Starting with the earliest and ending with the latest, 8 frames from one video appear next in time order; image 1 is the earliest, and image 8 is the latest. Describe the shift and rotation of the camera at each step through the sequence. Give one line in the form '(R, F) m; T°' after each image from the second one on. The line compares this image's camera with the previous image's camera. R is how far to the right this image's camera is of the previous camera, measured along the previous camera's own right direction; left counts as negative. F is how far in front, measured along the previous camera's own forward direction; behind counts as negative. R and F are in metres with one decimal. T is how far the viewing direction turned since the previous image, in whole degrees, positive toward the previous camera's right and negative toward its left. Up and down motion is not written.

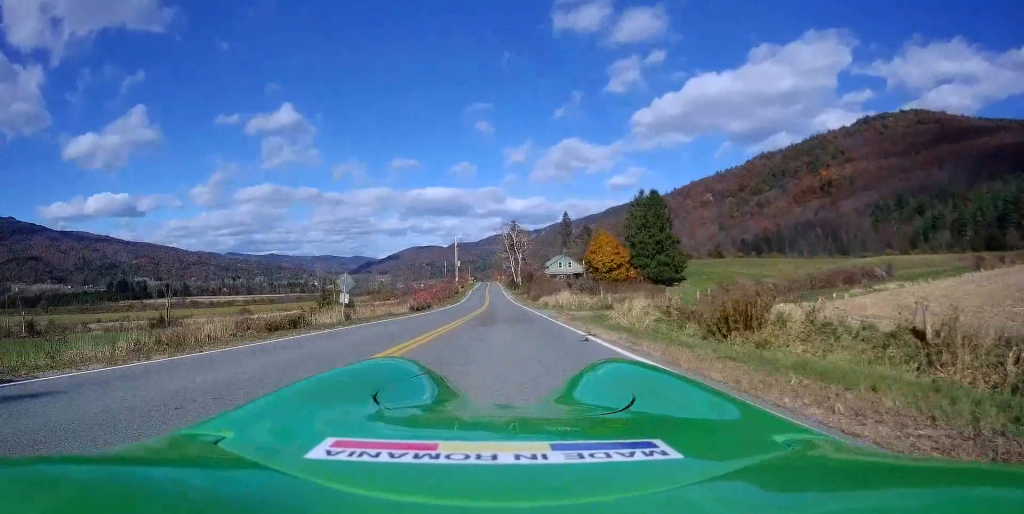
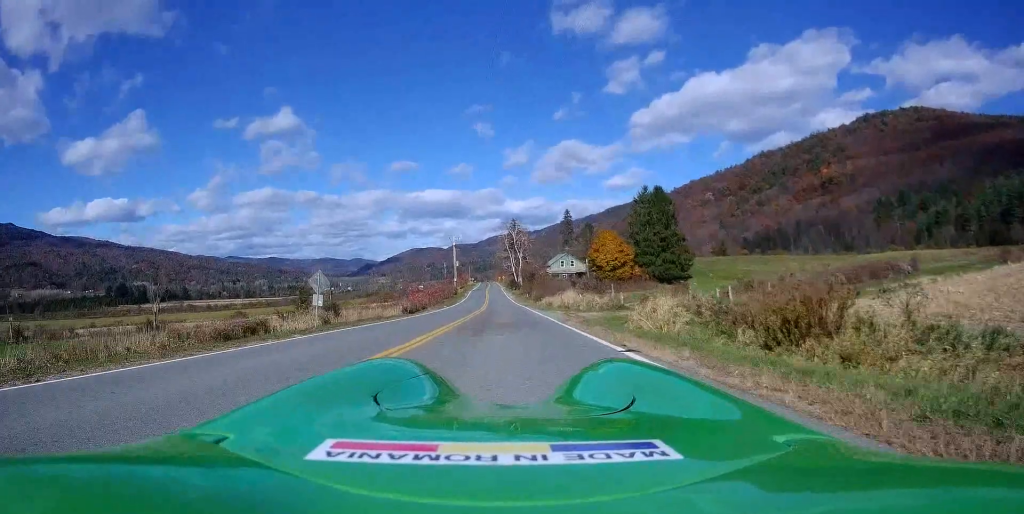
(0.0, +4.1) m; +1°
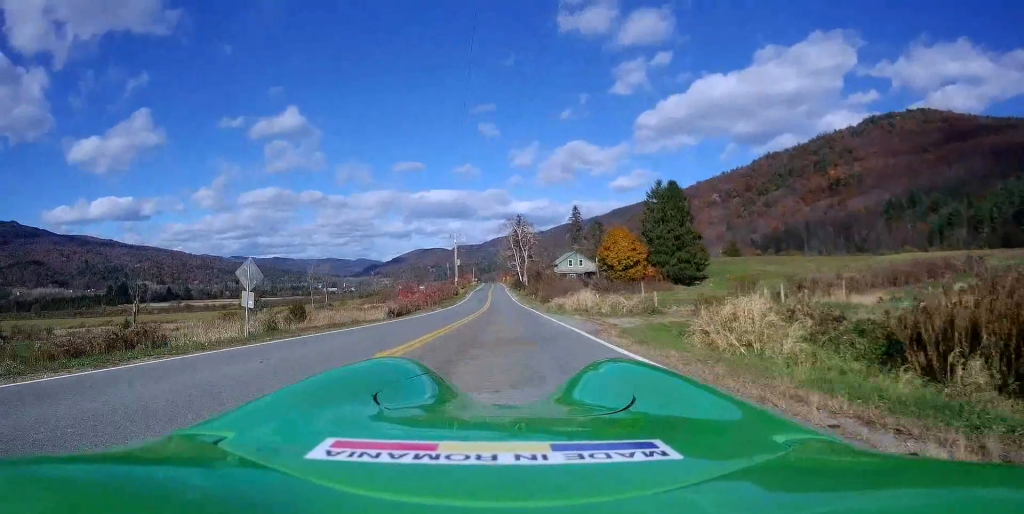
(+0.2, +7.1) m; 0°
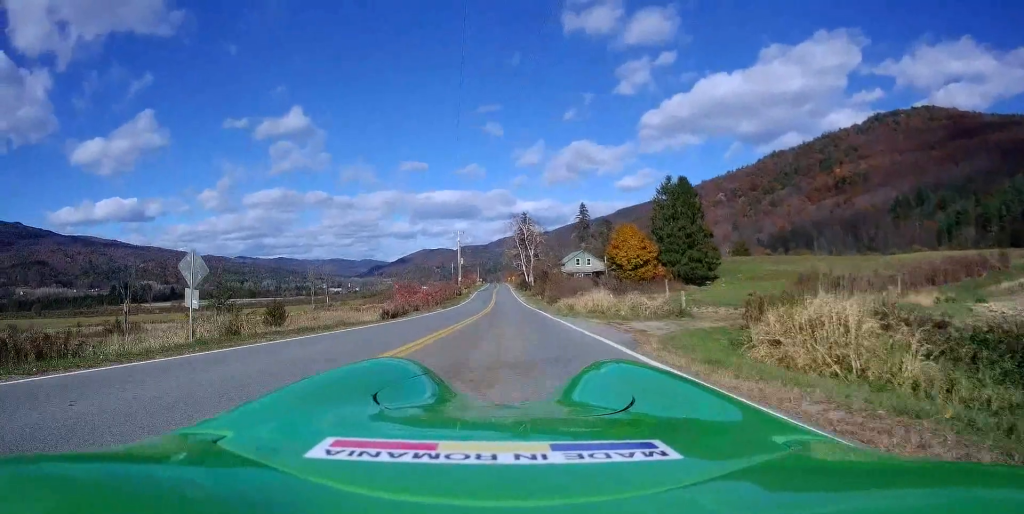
(+0.2, +3.8) m; 0°
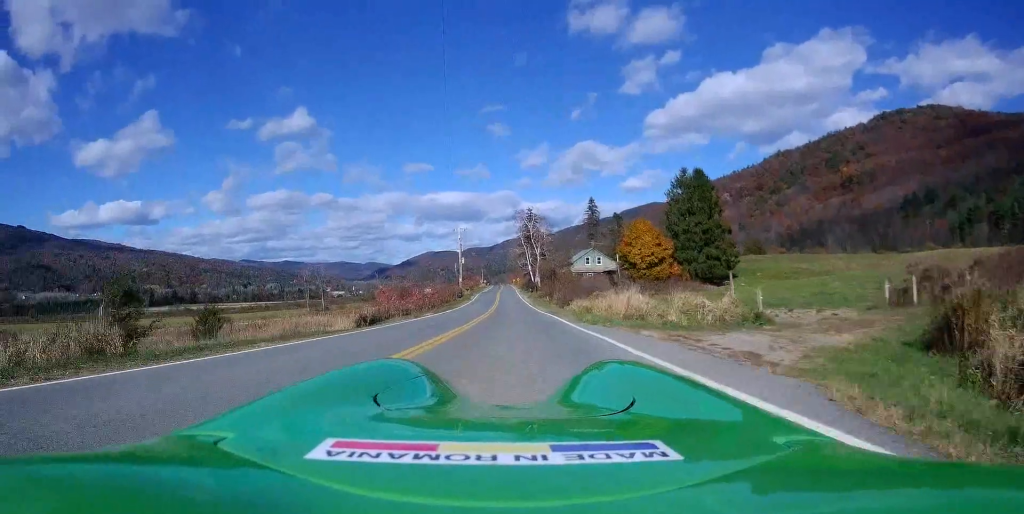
(-0.3, +7.1) m; -2°
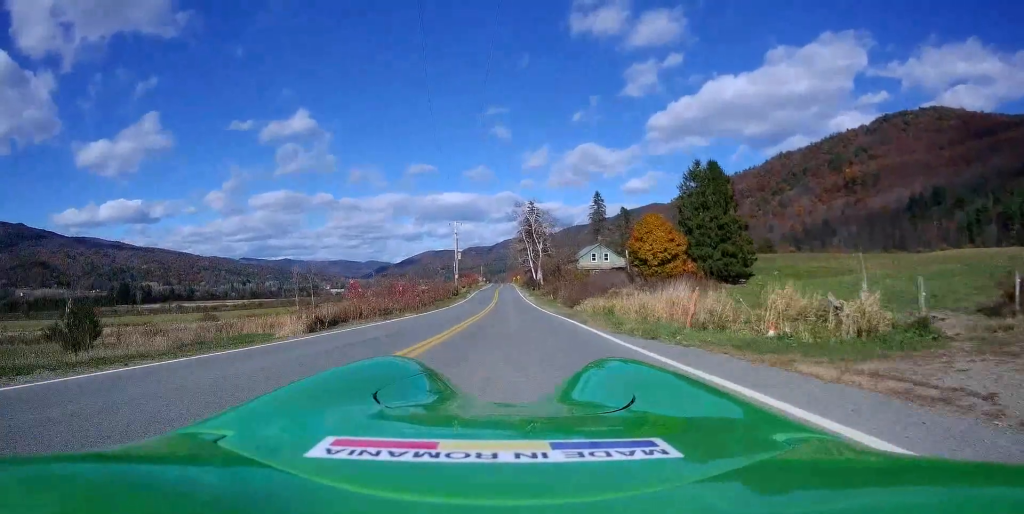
(-0.1, +7.6) m; -1°
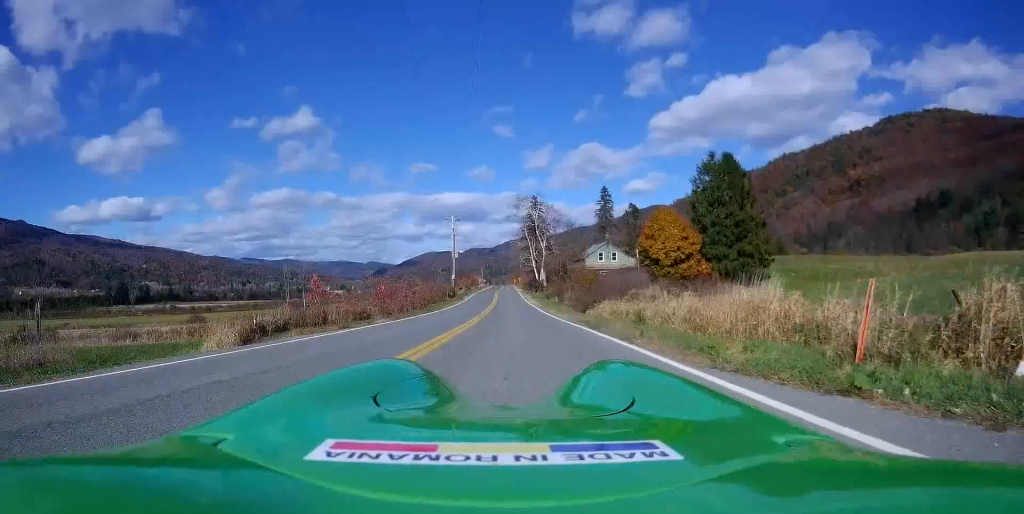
(0.0, +6.1) m; 0°
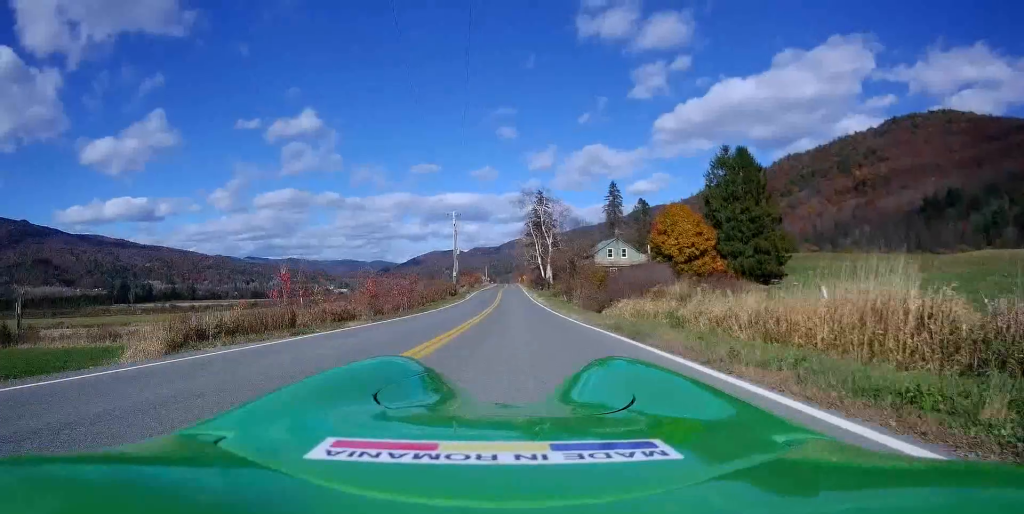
(0.0, +4.2) m; 0°
